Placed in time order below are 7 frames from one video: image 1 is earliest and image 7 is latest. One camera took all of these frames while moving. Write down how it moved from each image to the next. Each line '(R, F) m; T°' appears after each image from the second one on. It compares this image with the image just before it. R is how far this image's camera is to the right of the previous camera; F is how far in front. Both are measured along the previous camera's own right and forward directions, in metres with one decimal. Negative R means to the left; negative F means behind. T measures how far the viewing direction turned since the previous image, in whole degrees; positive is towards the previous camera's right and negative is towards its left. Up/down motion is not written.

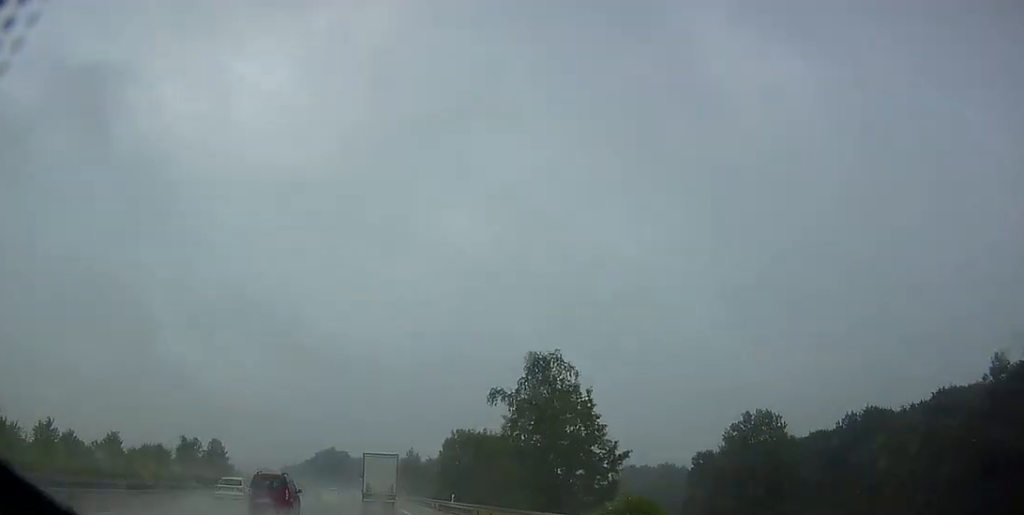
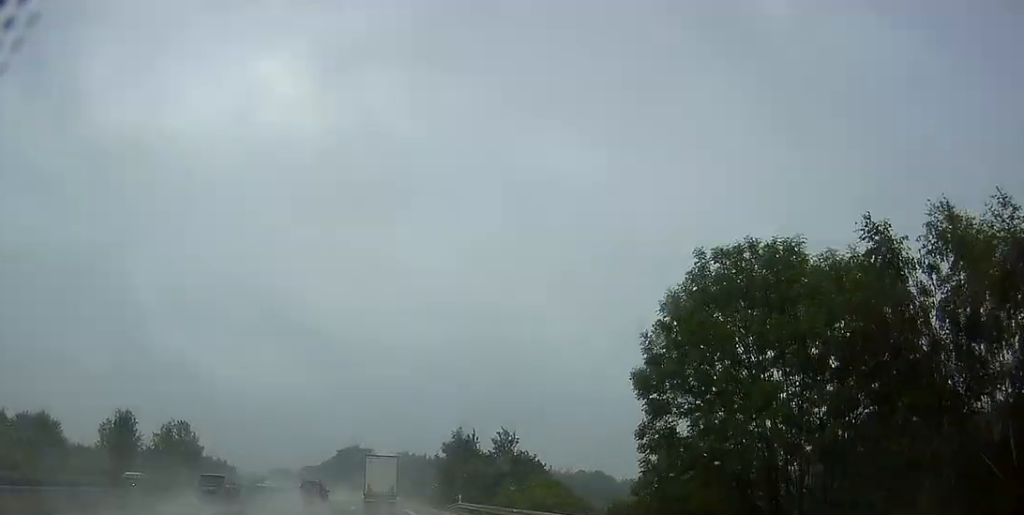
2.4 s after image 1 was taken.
(-0.1, +53.8) m; -2°
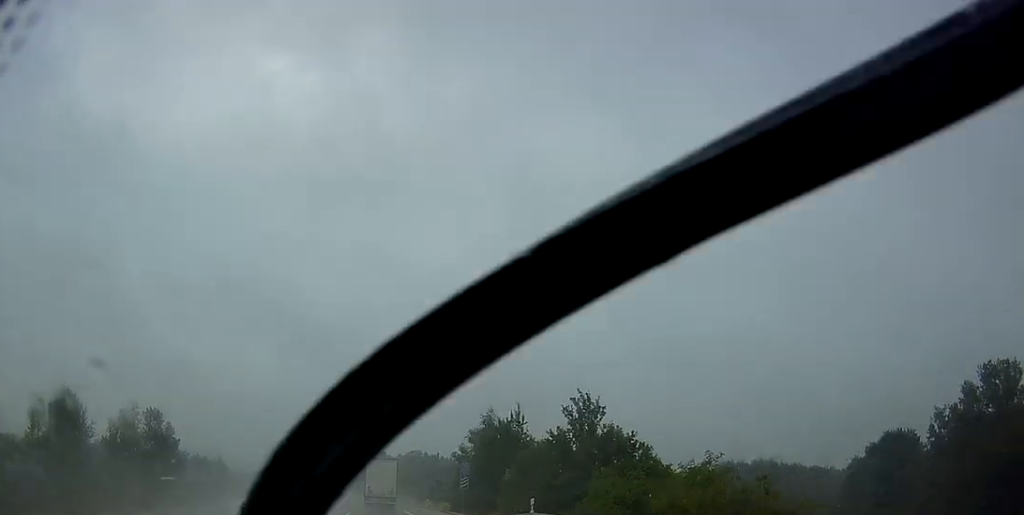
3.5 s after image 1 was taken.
(-0.5, +23.4) m; 0°
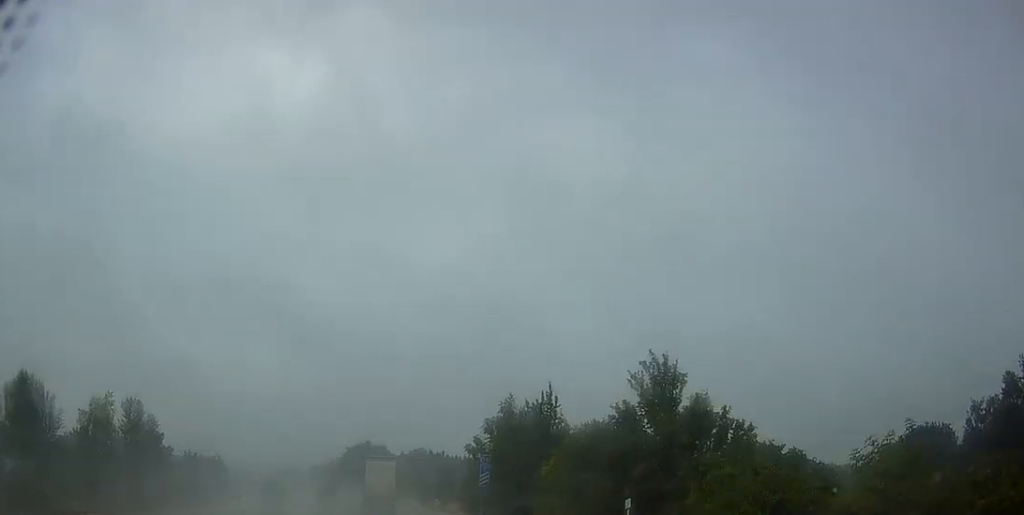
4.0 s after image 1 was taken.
(+0.1, +10.9) m; 0°
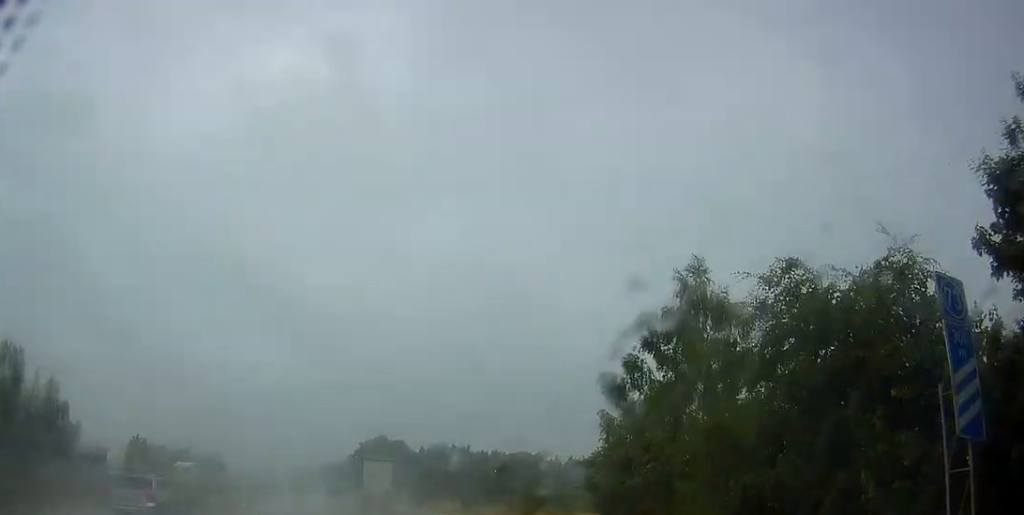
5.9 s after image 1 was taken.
(-0.3, +41.0) m; -2°
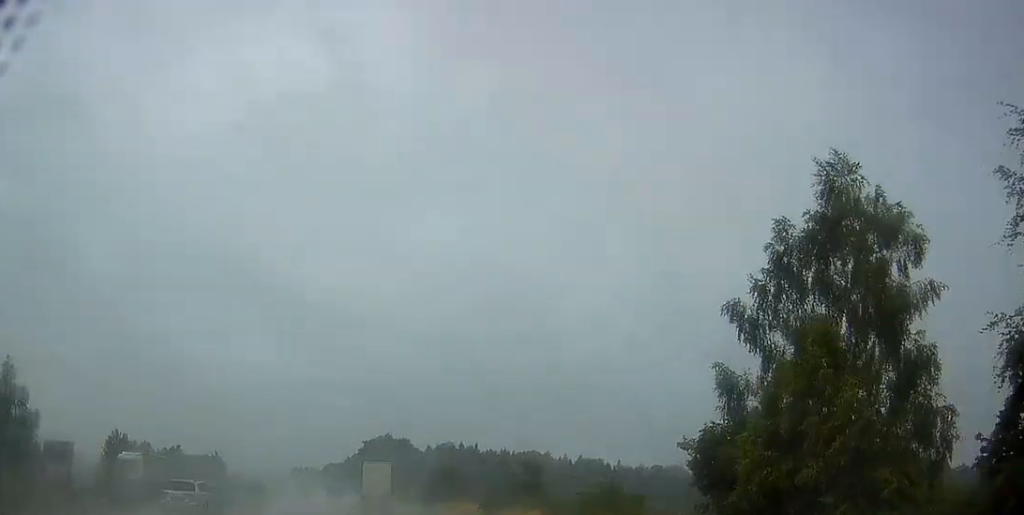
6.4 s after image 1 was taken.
(-0.1, +10.8) m; -1°
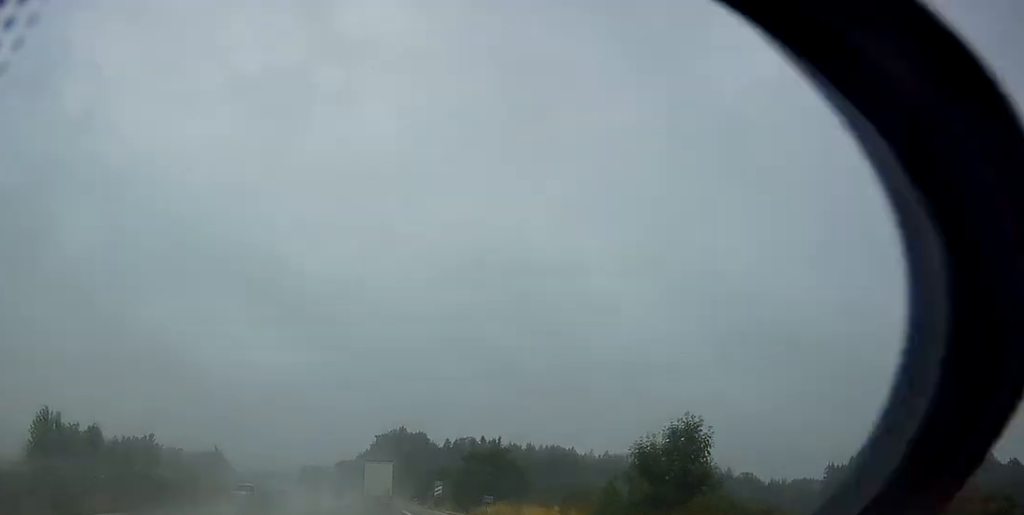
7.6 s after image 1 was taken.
(-0.3, +26.1) m; 0°
